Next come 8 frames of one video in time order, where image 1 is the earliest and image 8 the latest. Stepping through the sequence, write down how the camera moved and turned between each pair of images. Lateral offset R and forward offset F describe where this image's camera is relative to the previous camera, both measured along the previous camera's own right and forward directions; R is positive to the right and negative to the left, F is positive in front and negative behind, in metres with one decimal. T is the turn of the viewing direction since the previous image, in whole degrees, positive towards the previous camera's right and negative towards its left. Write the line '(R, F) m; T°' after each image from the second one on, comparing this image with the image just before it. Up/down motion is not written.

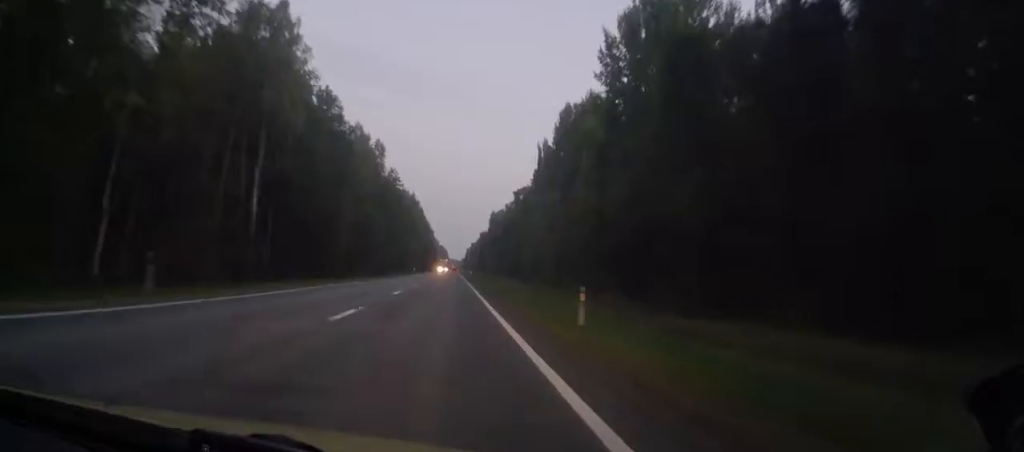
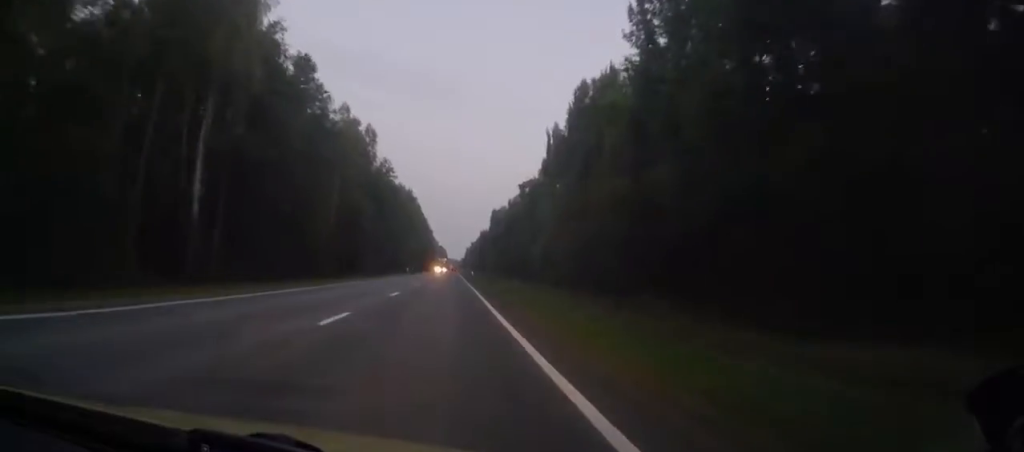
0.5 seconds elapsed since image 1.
(0.0, +13.2) m; 0°
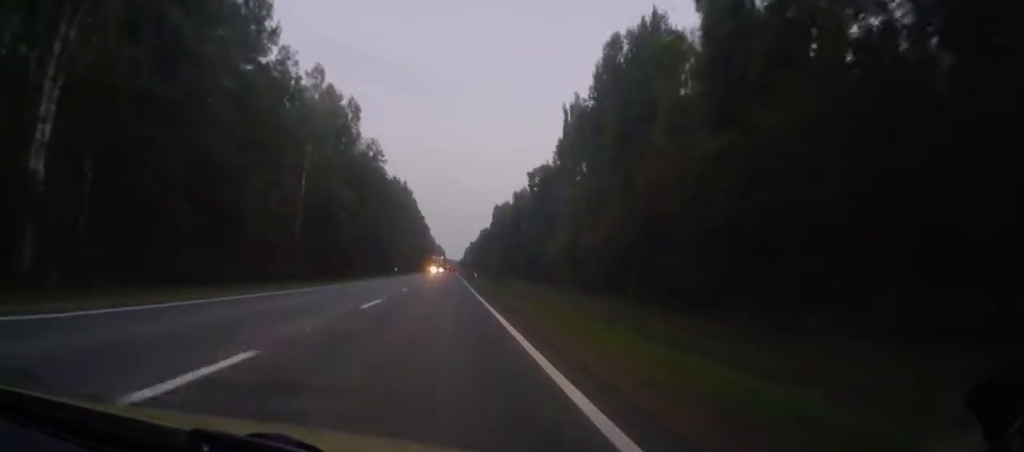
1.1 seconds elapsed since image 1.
(0.0, +18.8) m; 0°
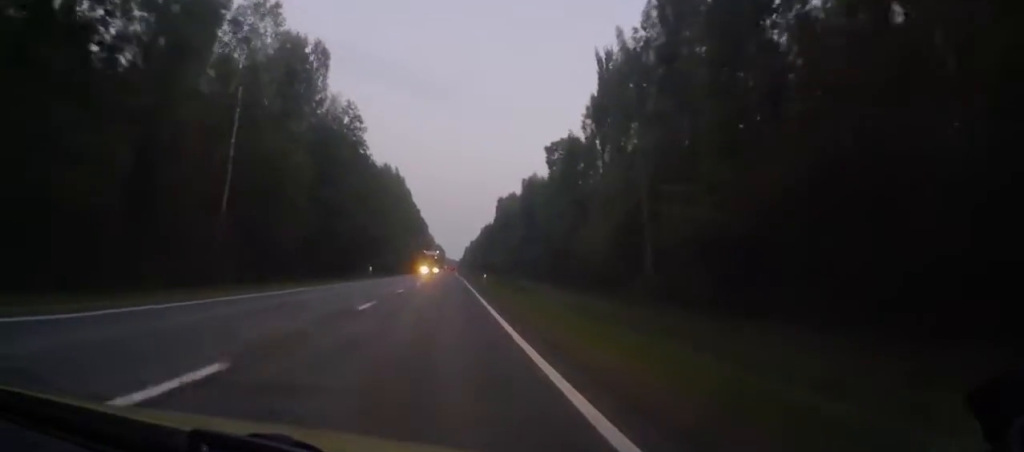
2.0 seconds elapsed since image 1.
(0.0, +24.6) m; 0°
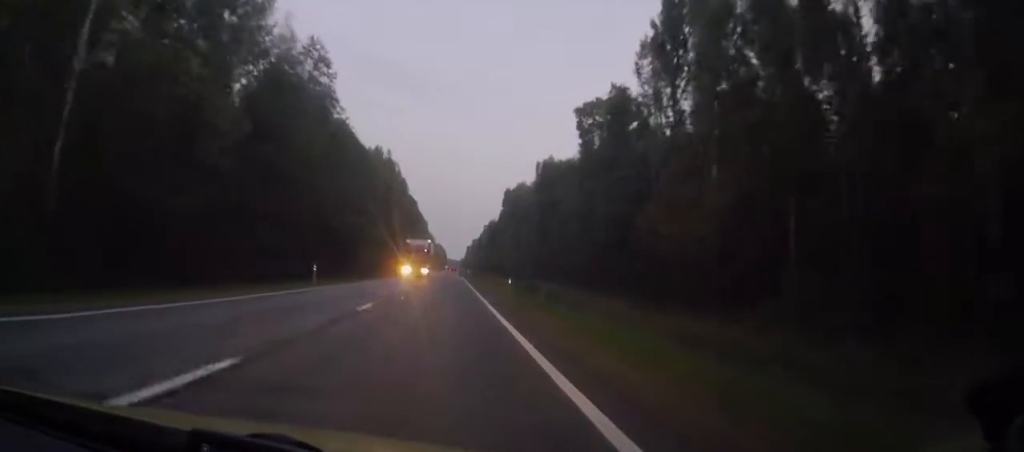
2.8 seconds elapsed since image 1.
(0.0, +23.7) m; 0°
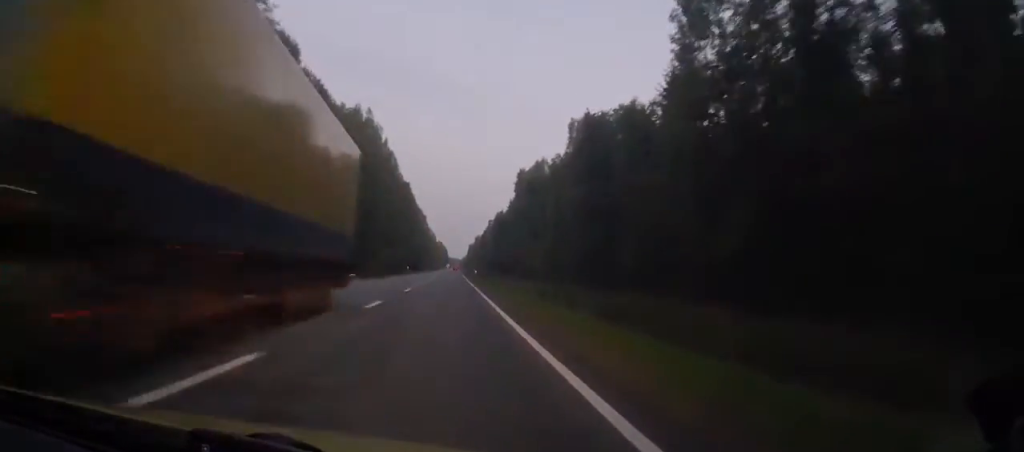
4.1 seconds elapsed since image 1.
(+0.1, +35.3) m; 0°
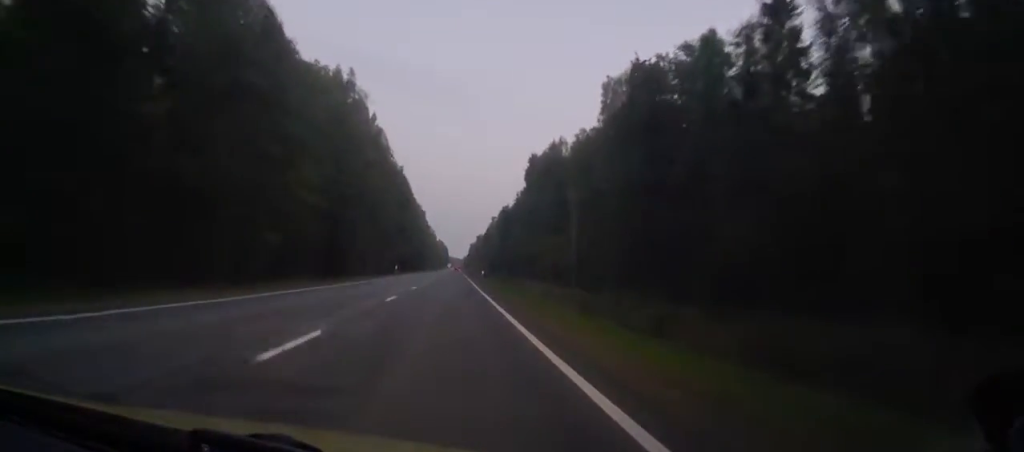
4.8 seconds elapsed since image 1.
(+0.2, +21.1) m; 0°
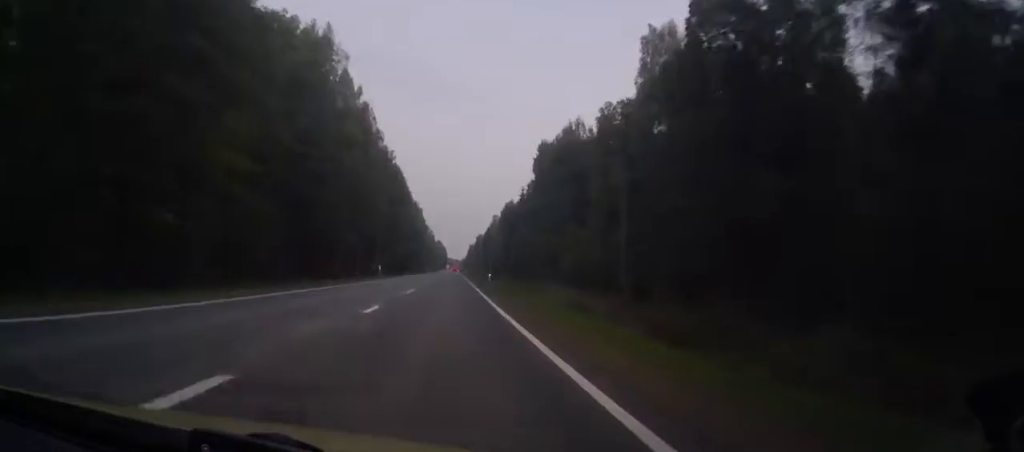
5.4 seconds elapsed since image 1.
(-0.3, +16.2) m; 0°
